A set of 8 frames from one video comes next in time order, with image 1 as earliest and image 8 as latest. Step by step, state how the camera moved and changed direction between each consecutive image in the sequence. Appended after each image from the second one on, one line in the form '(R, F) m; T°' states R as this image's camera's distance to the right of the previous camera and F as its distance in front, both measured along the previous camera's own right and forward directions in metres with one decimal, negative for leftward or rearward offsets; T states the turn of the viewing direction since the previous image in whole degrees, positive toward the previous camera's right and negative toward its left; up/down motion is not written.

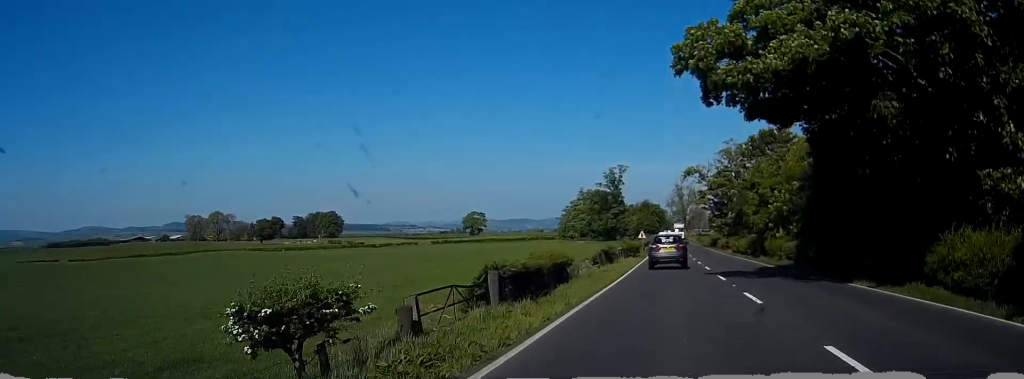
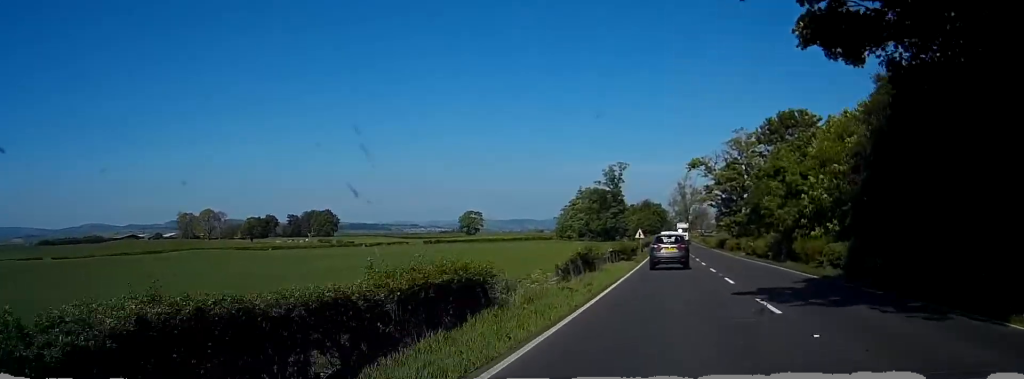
(0.0, +10.8) m; 0°
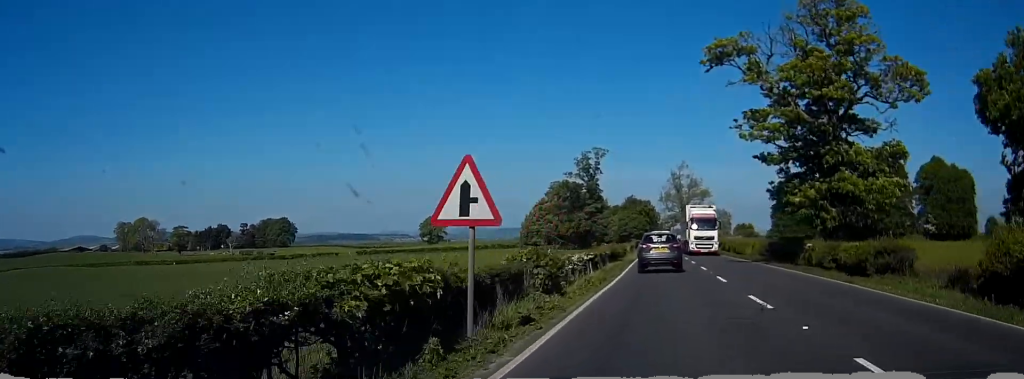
(-0.2, +52.7) m; 0°
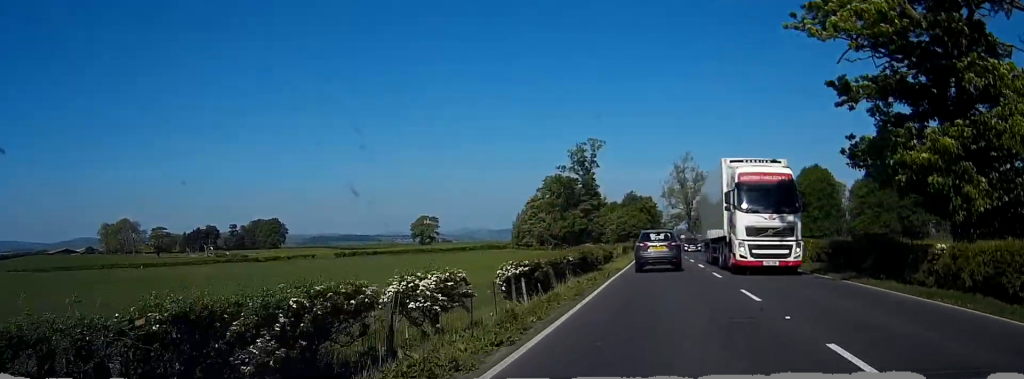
(0.0, +17.2) m; 0°
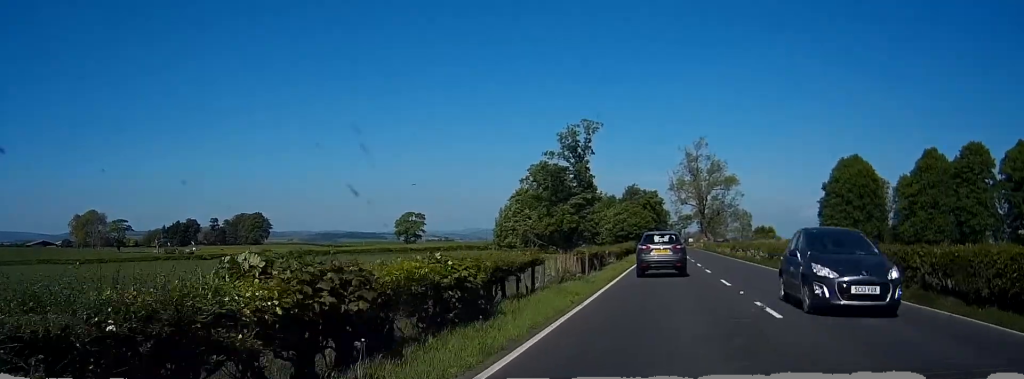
(-0.1, +29.9) m; 0°
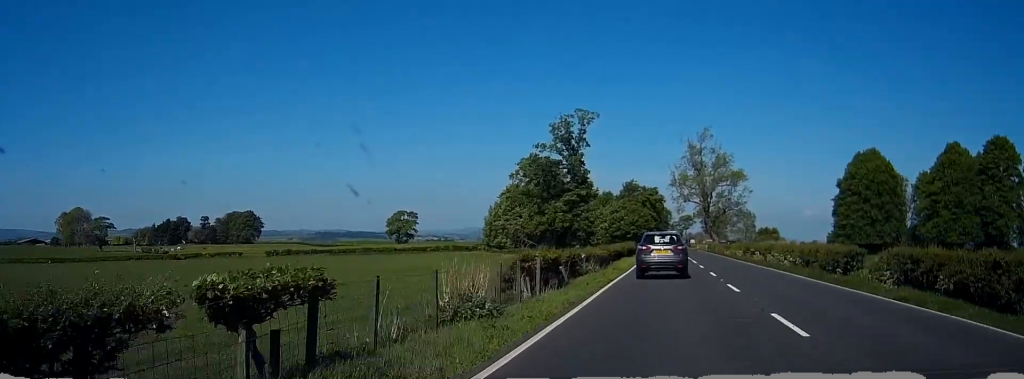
(0.0, +11.2) m; 0°
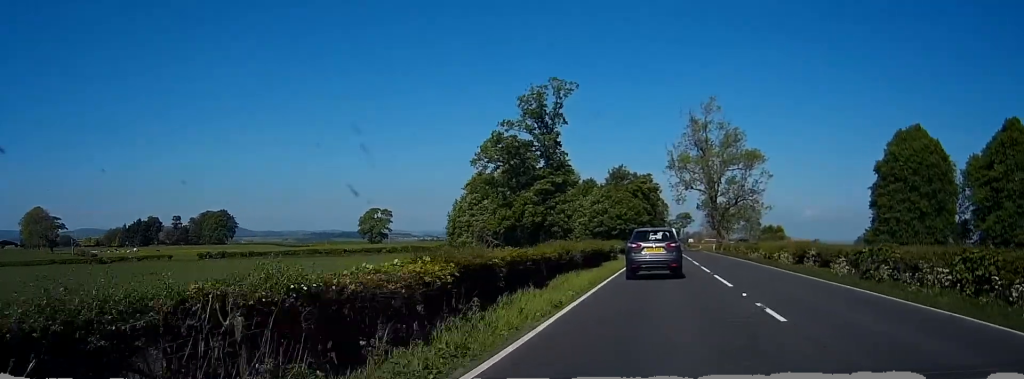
(-0.1, +25.4) m; 0°
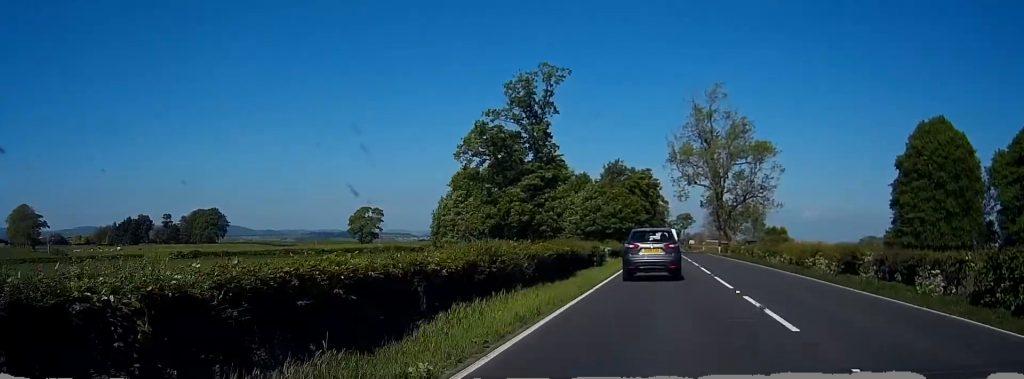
(0.0, +9.5) m; 0°
